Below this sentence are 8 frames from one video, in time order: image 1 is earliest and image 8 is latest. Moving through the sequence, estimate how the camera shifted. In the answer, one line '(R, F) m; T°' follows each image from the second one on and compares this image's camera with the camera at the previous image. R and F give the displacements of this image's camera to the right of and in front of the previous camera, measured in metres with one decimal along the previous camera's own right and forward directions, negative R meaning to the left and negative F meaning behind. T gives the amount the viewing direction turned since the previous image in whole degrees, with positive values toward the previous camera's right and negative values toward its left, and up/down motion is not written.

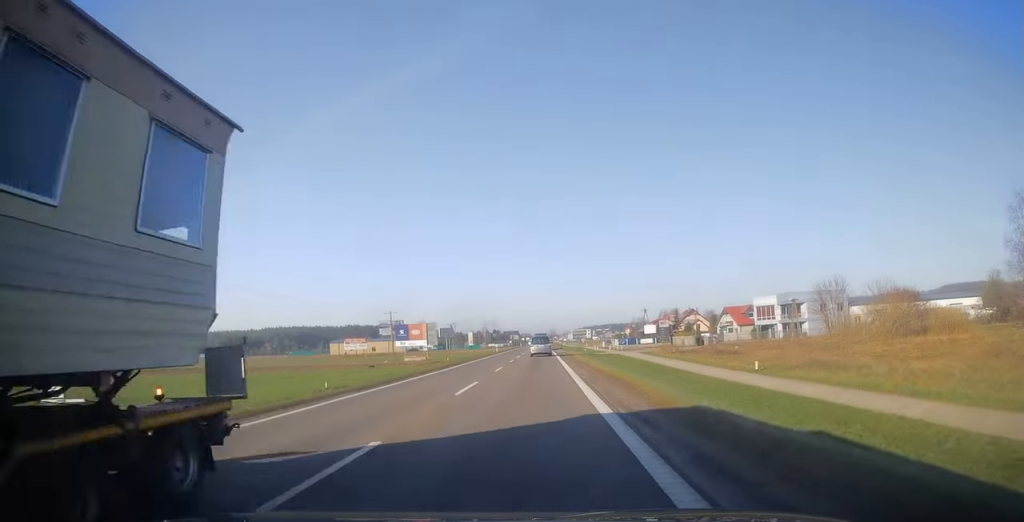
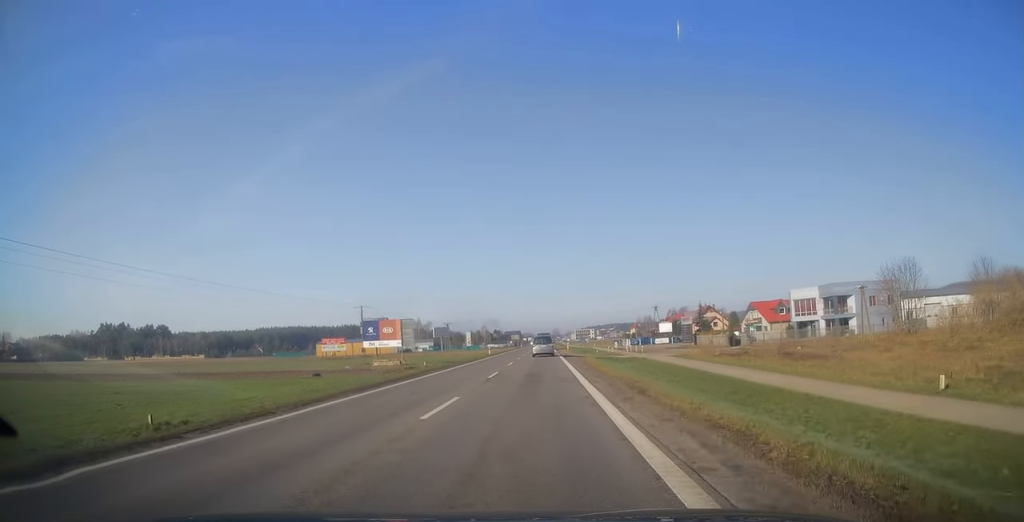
(+0.1, +16.5) m; -1°
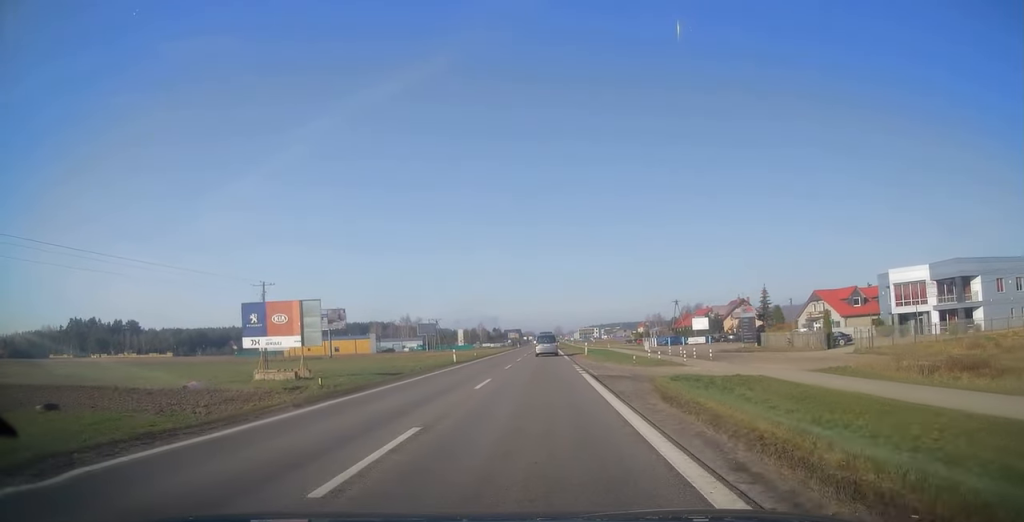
(-0.1, +29.6) m; 0°
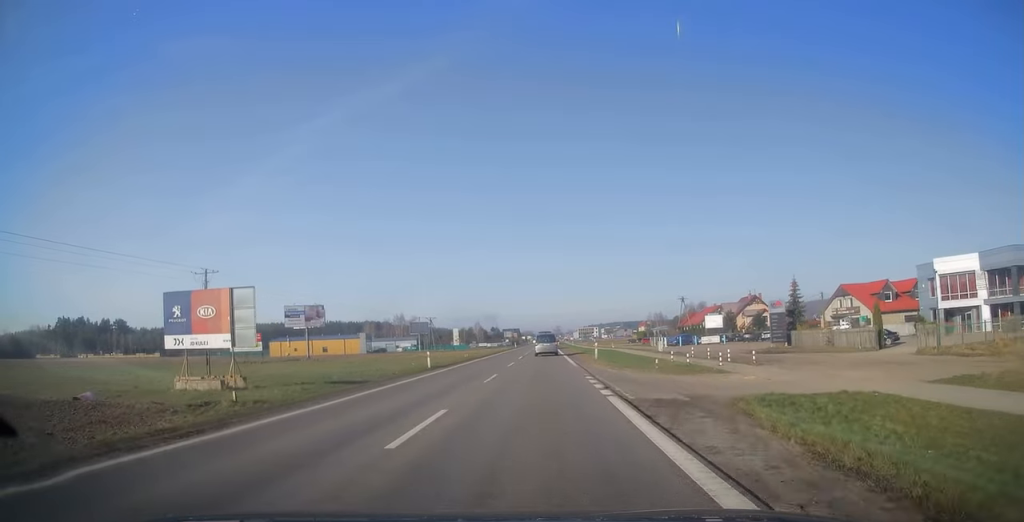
(+0.2, +9.5) m; 0°
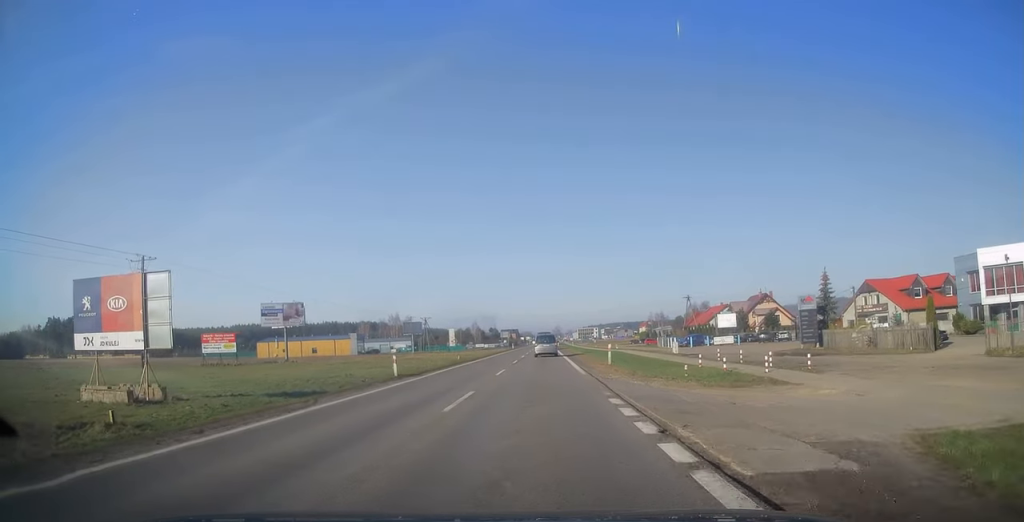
(-0.2, +7.7) m; 0°
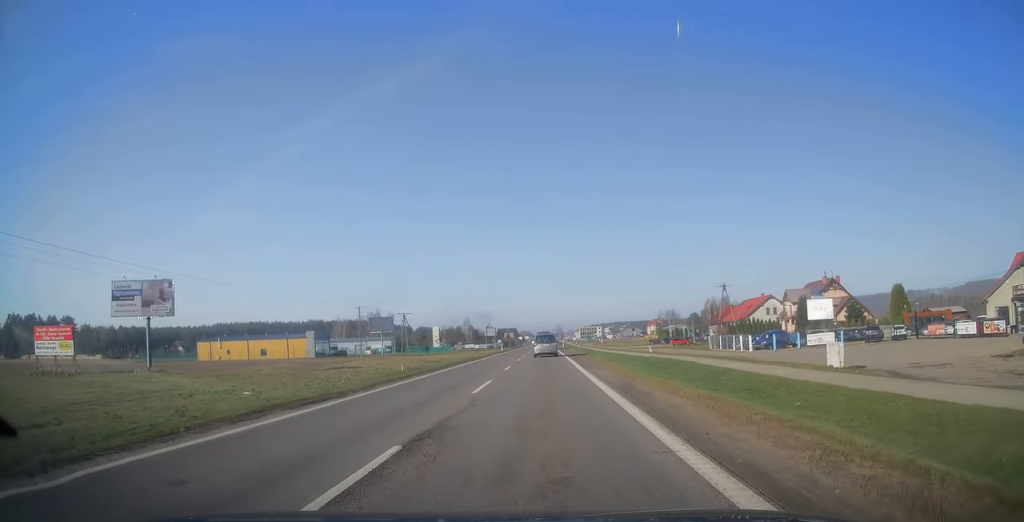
(+0.4, +32.7) m; +1°
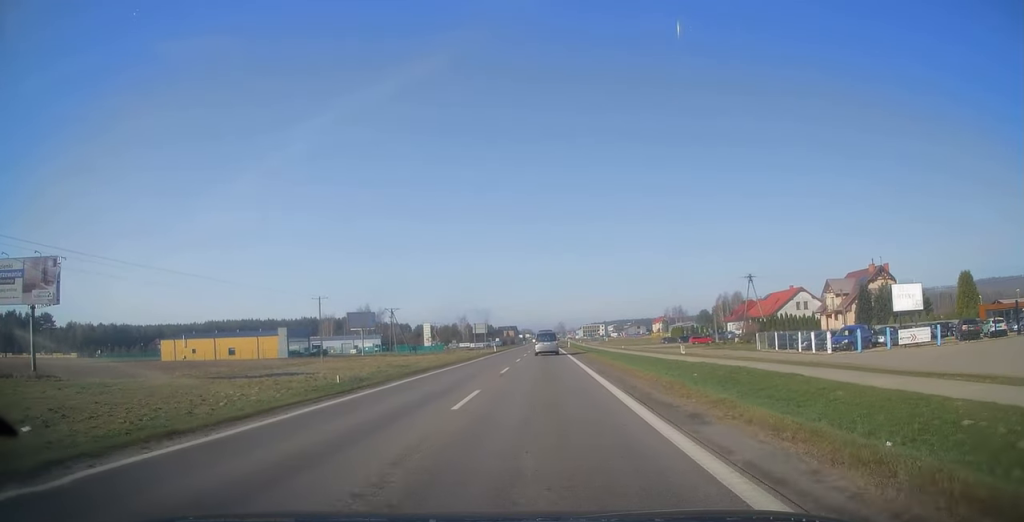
(-0.1, +16.3) m; -1°
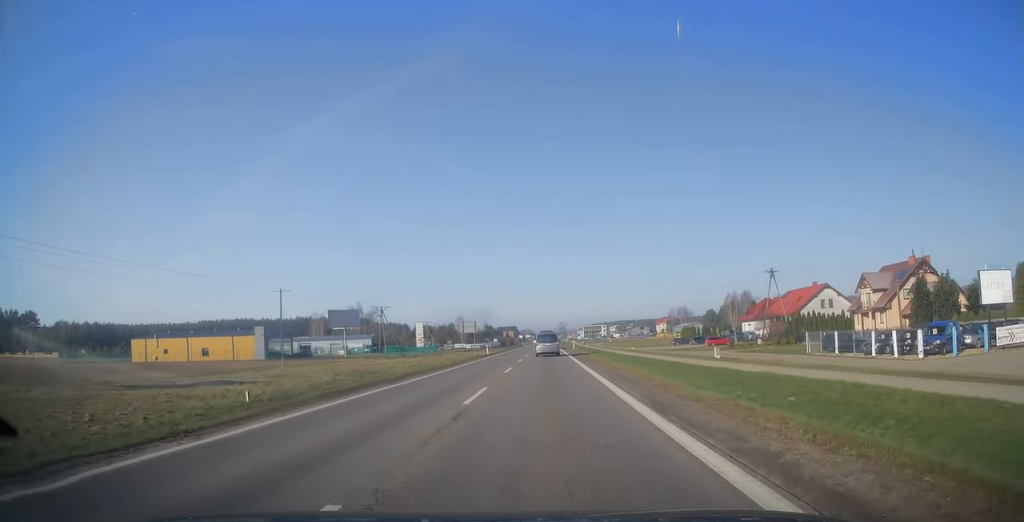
(-0.3, +11.2) m; 0°
